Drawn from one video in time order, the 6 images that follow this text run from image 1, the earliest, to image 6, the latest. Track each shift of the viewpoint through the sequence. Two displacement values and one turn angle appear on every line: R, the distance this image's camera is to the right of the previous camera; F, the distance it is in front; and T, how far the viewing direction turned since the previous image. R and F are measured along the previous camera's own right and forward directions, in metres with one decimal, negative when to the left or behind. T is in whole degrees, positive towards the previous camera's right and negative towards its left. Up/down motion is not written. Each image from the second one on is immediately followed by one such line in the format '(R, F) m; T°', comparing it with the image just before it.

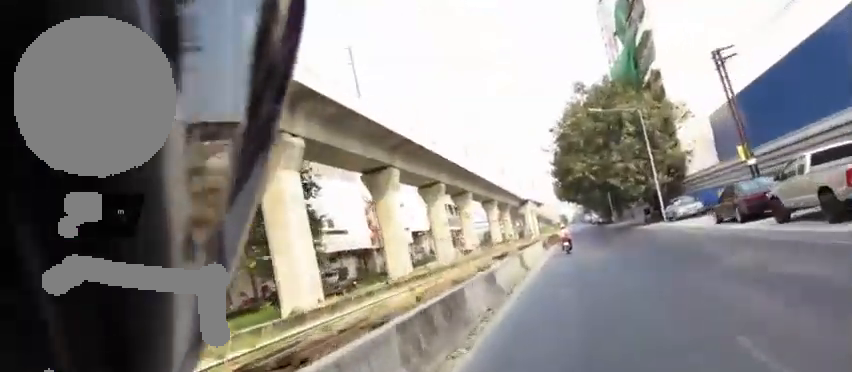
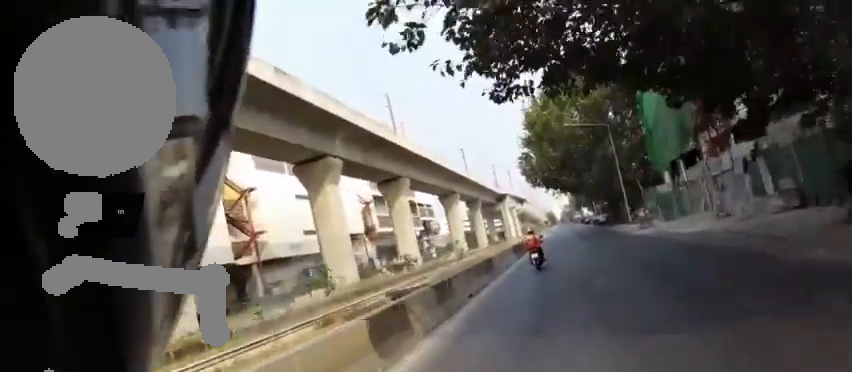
(+2.0, +33.9) m; +1°
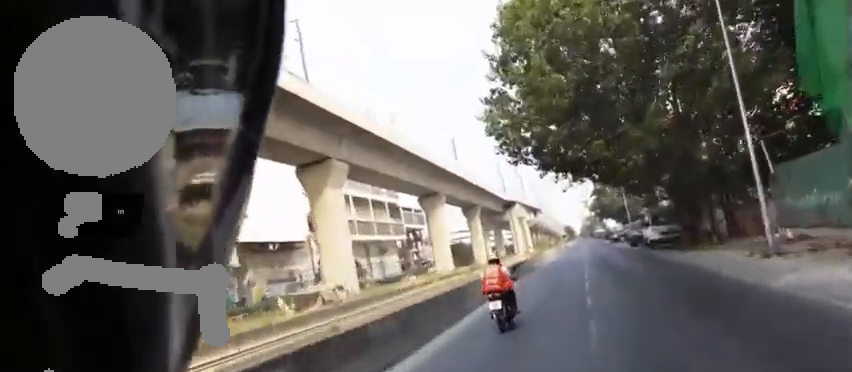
(-0.7, +26.8) m; -1°
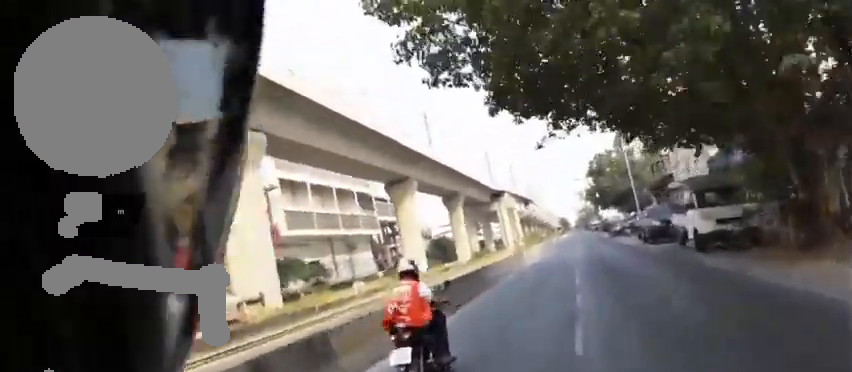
(+0.1, +12.9) m; 0°
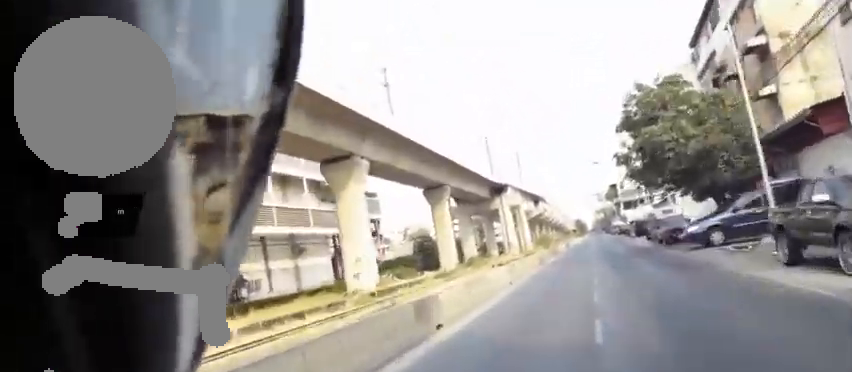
(0.0, +23.7) m; 0°
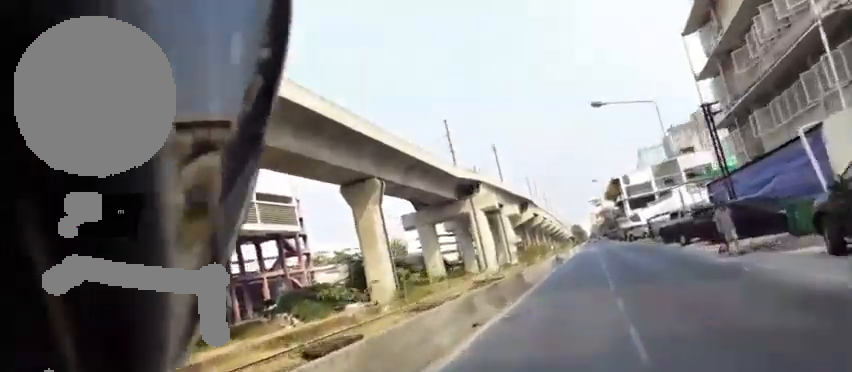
(-0.2, +28.5) m; 0°
